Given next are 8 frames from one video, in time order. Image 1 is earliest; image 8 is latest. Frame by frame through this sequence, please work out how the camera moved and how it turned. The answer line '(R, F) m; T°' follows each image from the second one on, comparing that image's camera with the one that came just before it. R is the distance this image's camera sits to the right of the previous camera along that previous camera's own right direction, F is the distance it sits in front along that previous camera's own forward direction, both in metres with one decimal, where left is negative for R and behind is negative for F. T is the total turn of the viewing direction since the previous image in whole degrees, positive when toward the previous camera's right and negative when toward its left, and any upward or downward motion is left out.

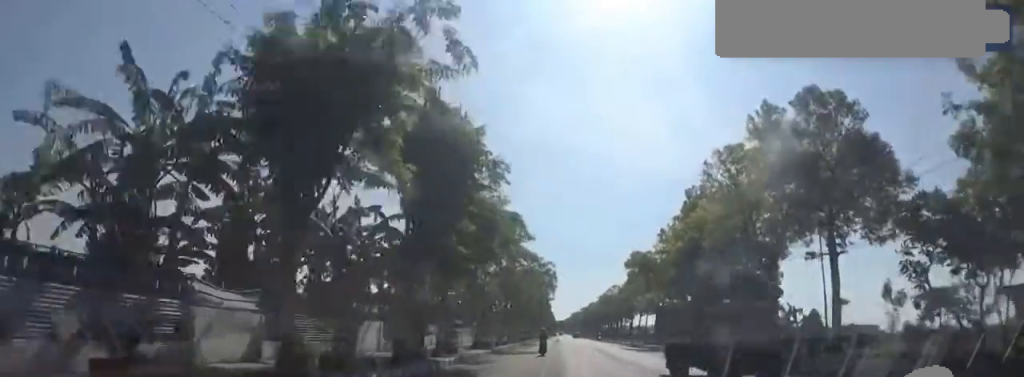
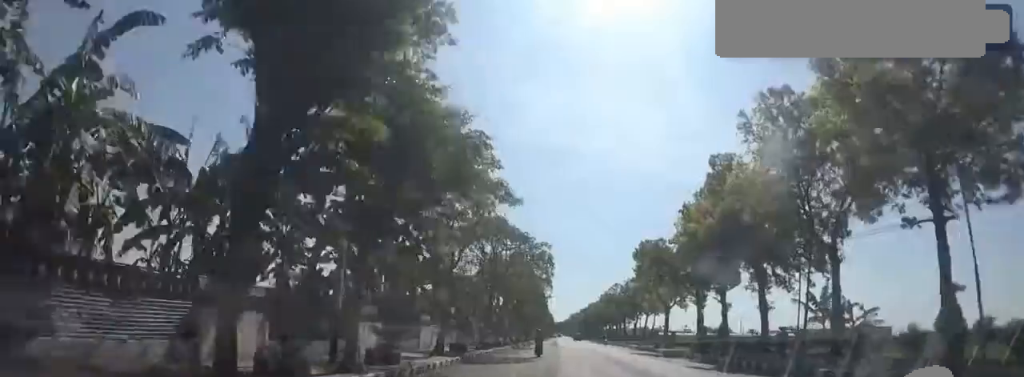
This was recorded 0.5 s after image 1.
(0.0, +7.7) m; 0°
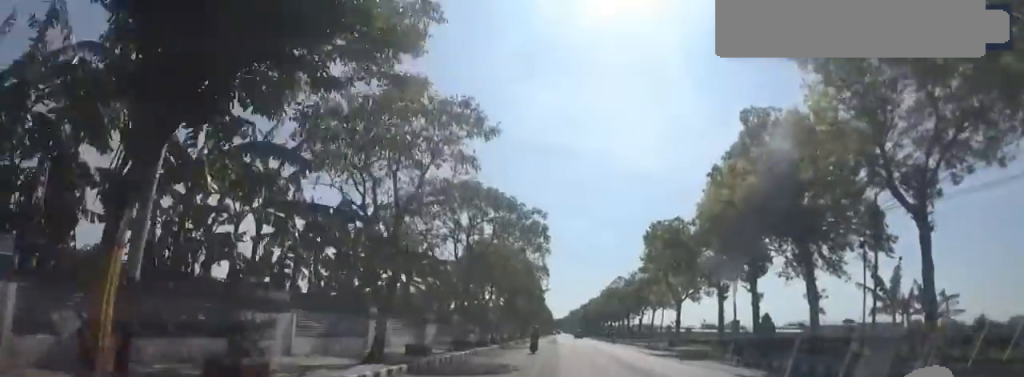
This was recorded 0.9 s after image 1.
(0.0, +6.6) m; 0°
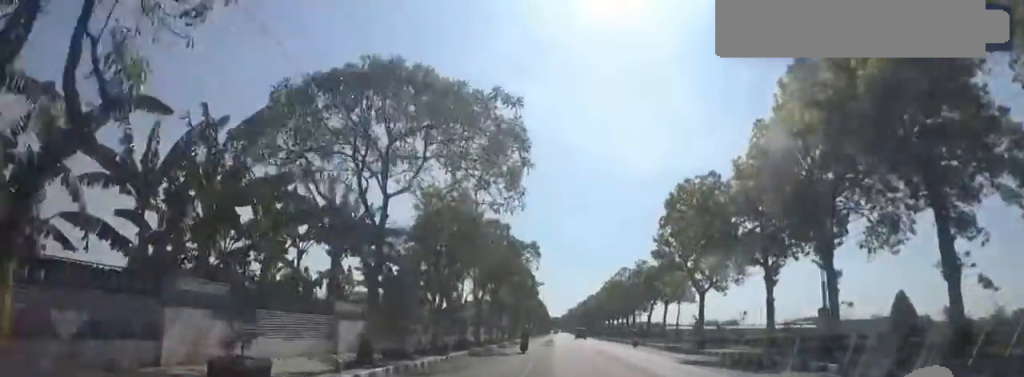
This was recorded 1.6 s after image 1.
(0.0, +10.2) m; 0°
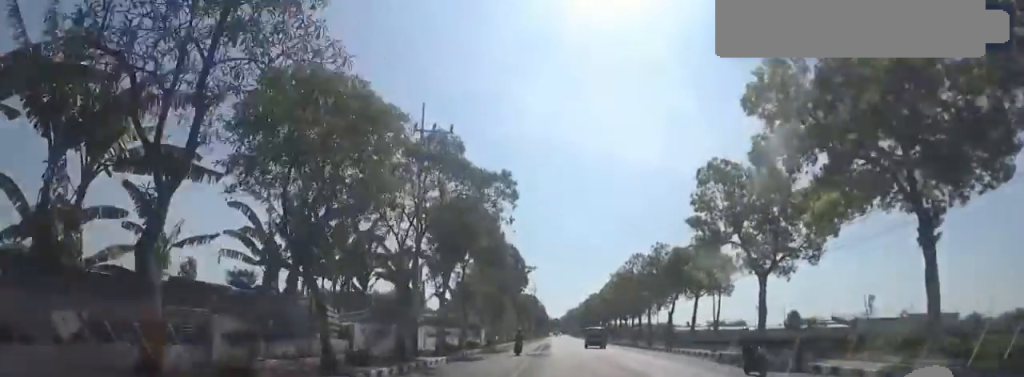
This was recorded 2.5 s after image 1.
(0.0, +14.1) m; 0°
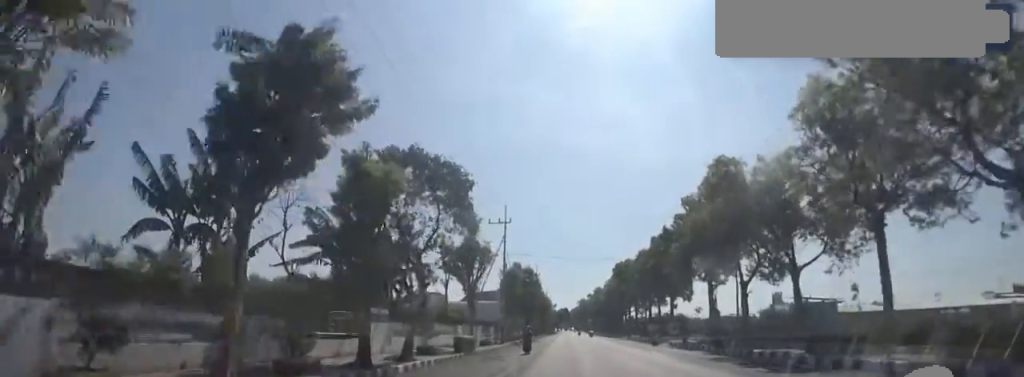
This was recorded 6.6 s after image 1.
(+0.9, +63.1) m; +2°
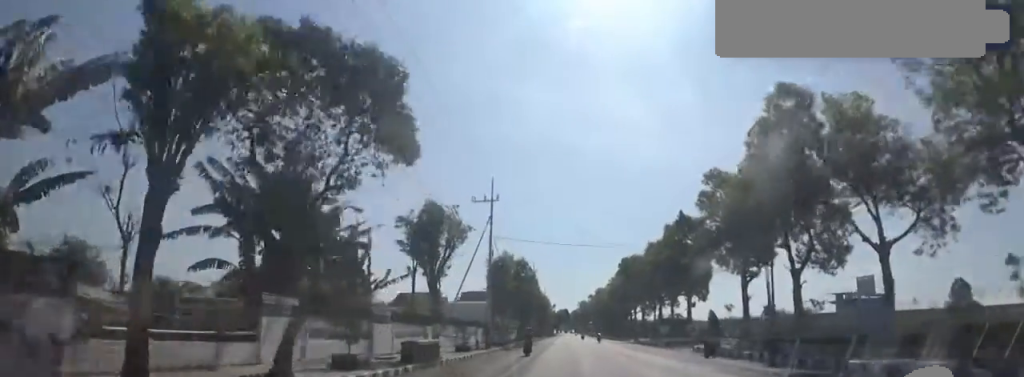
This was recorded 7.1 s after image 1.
(-0.1, +7.8) m; -1°
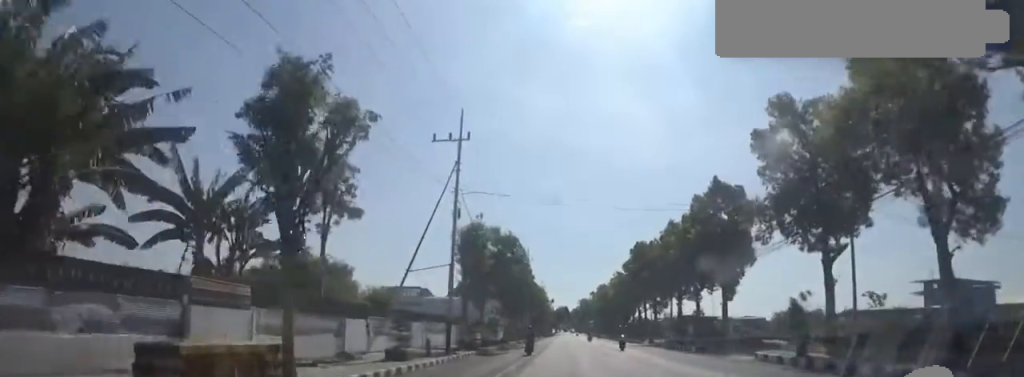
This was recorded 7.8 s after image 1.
(-0.1, +10.8) m; -1°
